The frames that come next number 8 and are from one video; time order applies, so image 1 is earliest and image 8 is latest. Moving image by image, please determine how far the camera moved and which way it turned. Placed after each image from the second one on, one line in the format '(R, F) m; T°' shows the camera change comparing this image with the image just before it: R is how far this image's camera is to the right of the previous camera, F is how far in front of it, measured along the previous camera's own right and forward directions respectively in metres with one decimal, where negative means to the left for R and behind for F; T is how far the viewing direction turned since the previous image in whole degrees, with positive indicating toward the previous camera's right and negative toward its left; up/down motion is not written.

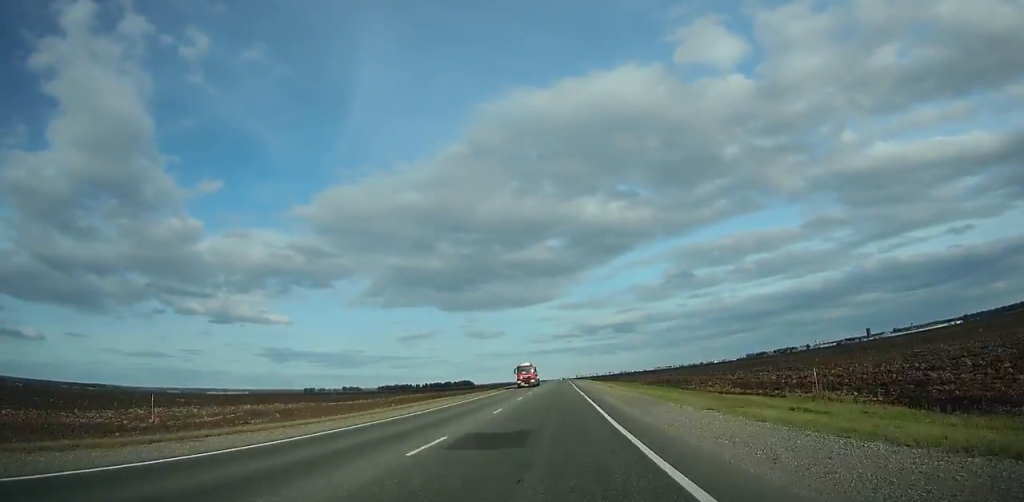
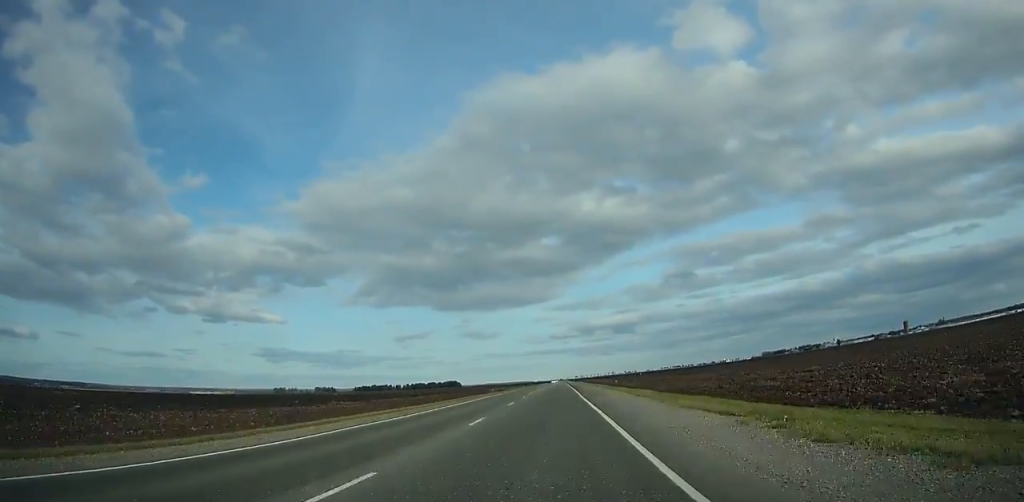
(-0.7, +210.7) m; 0°
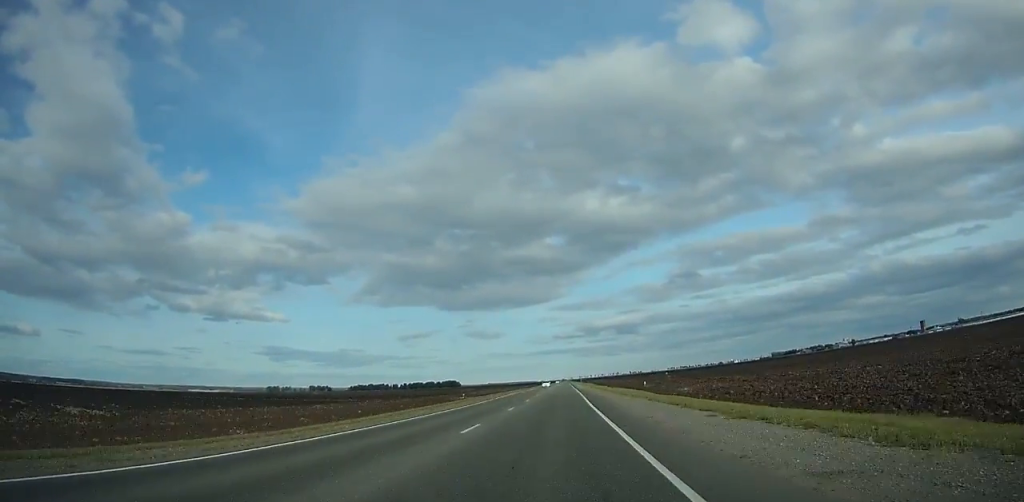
(+0.1, +63.1) m; 0°
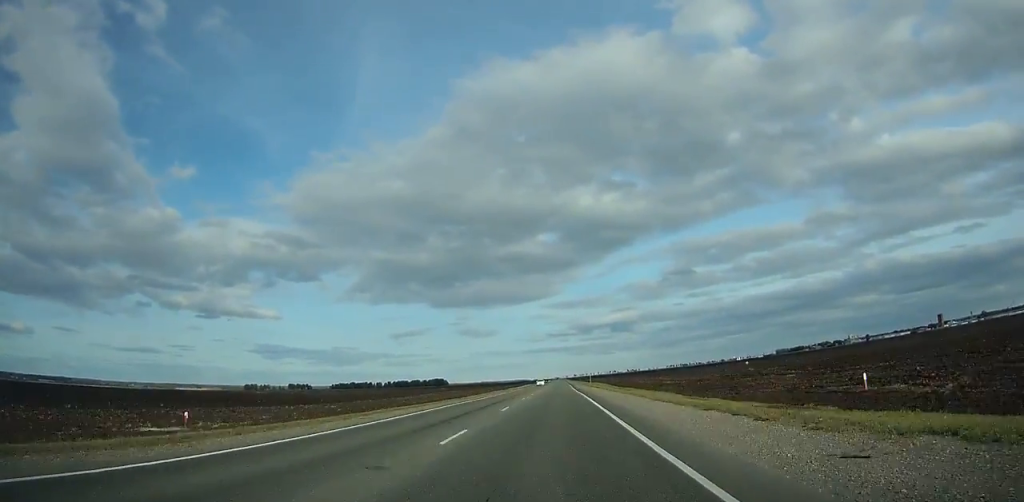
(-0.3, +100.4) m; 0°
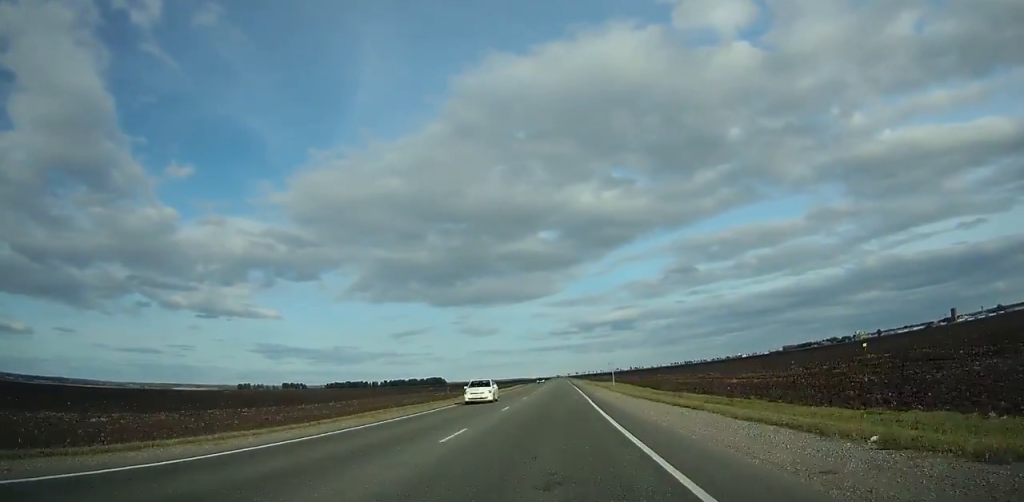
(+0.1, +46.0) m; 0°
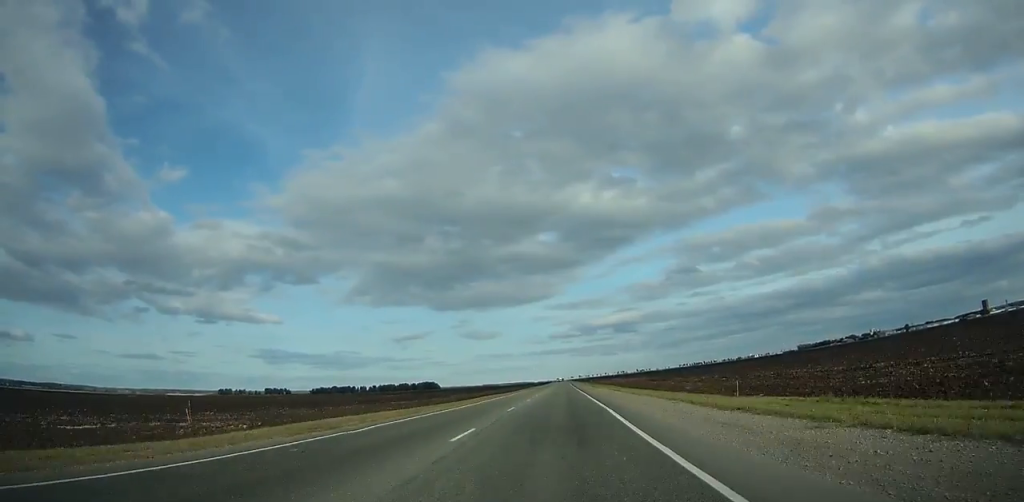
(+0.1, +109.1) m; 0°
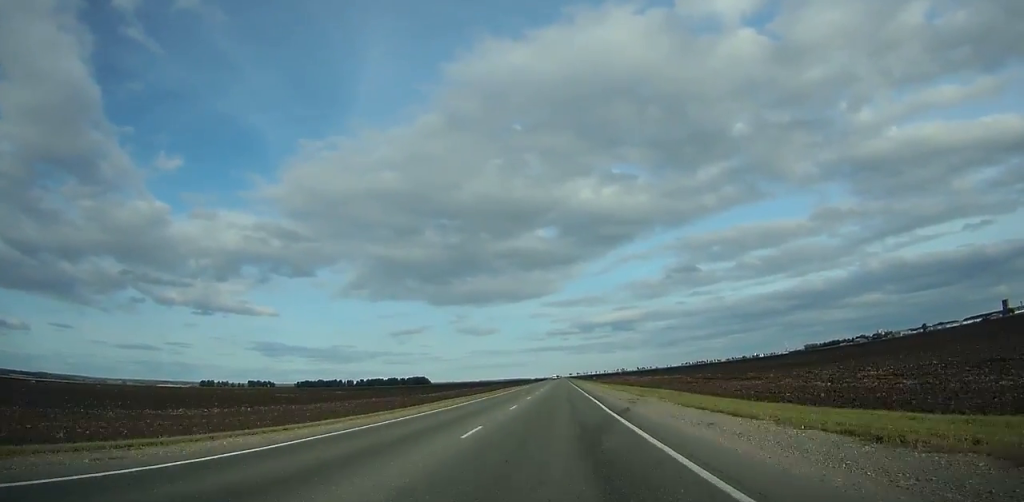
(+0.2, +71.7) m; 0°
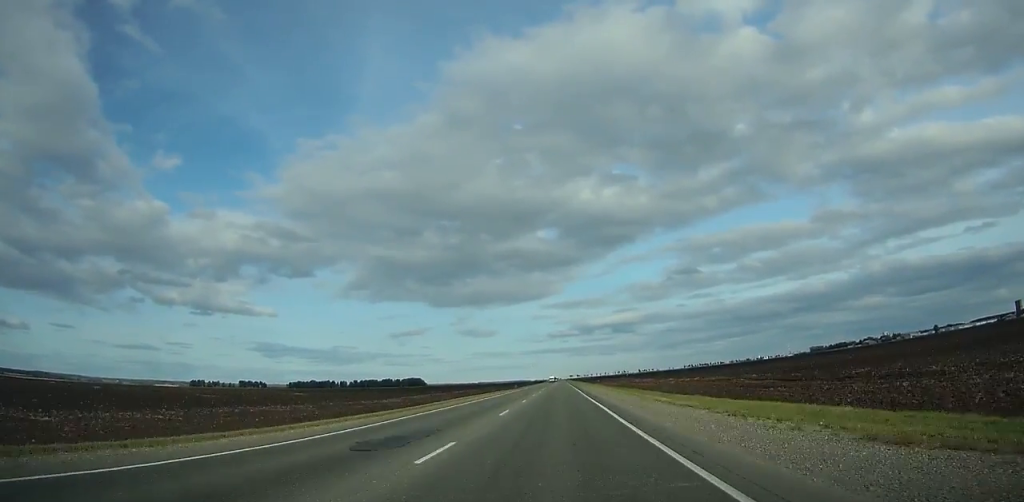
(+0.1, +40.2) m; 0°
